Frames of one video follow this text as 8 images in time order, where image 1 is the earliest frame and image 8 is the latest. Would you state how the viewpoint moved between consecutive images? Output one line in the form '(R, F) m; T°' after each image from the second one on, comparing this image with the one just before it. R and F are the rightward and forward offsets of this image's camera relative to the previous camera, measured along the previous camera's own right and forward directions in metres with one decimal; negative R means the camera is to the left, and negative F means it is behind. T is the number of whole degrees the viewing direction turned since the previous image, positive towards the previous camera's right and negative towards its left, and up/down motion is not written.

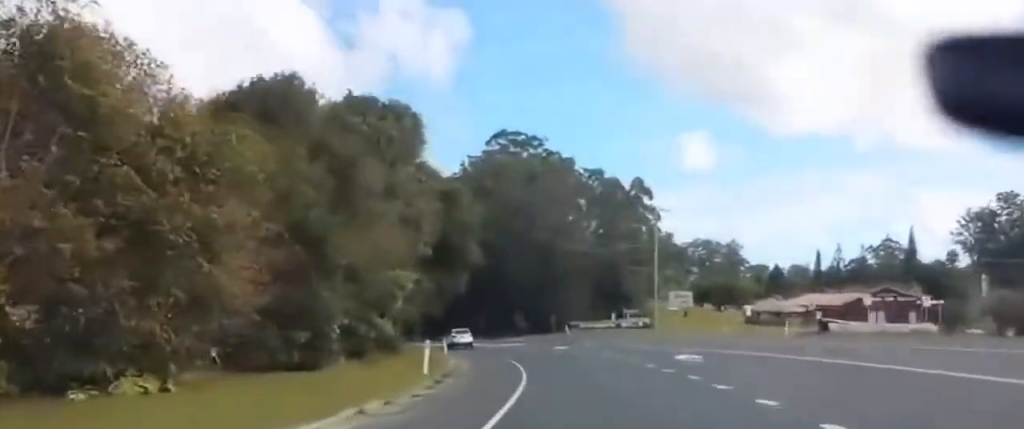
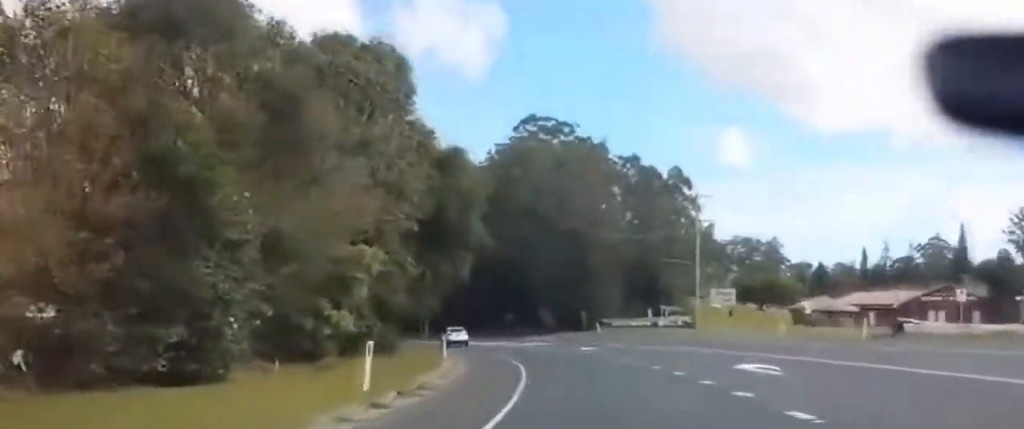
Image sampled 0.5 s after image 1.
(-0.1, +9.8) m; -2°
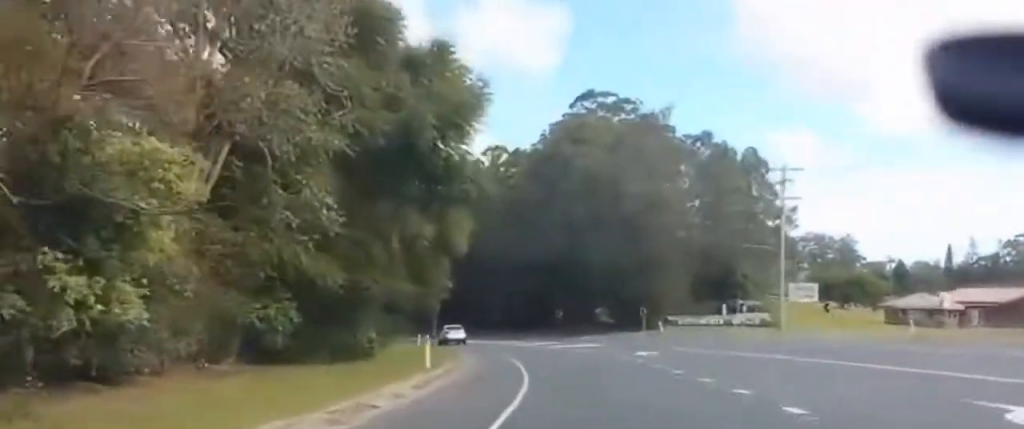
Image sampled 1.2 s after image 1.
(-0.3, +15.4) m; -3°
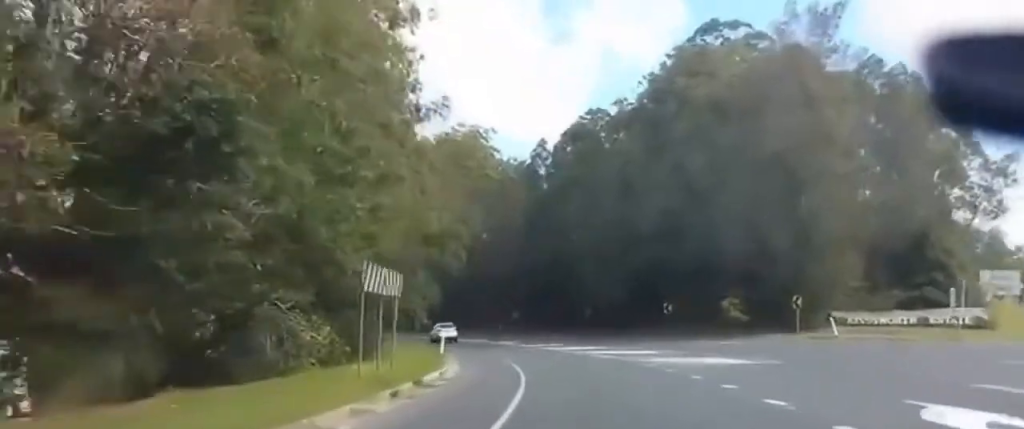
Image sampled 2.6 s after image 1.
(-1.9, +29.2) m; -7°
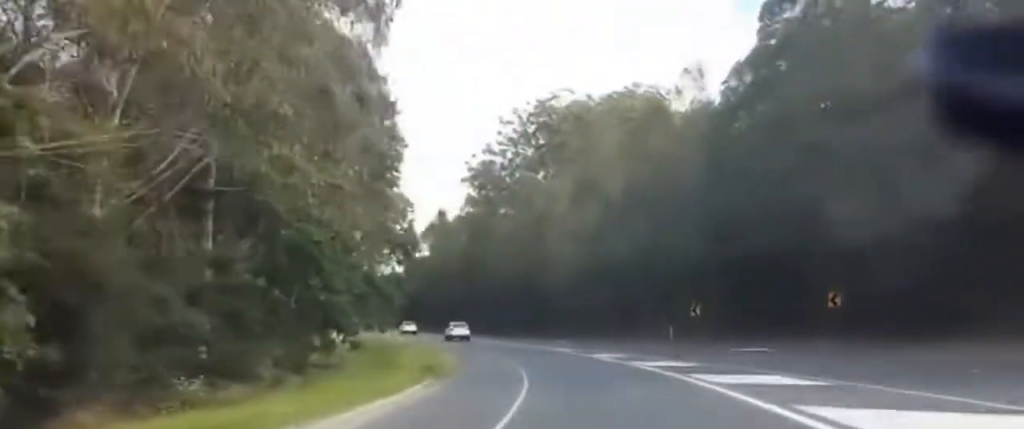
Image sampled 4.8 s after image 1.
(-3.7, +45.3) m; -9°
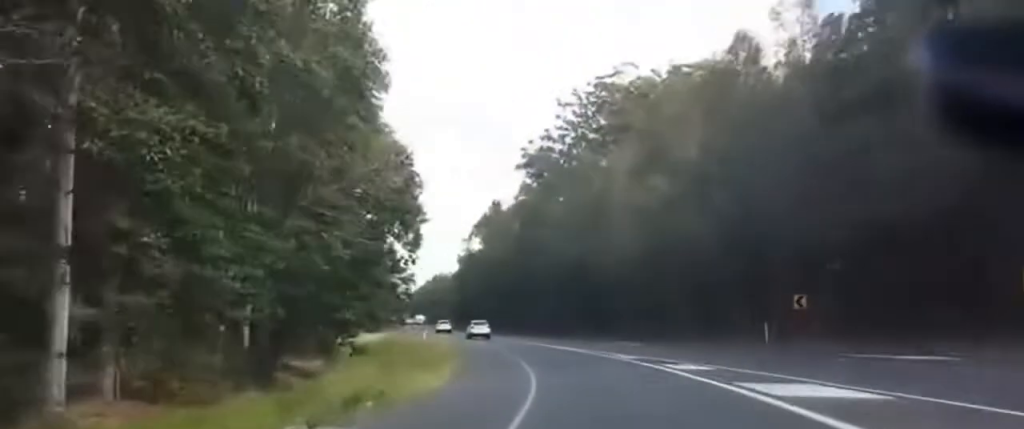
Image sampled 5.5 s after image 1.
(-0.4, +16.2) m; -4°
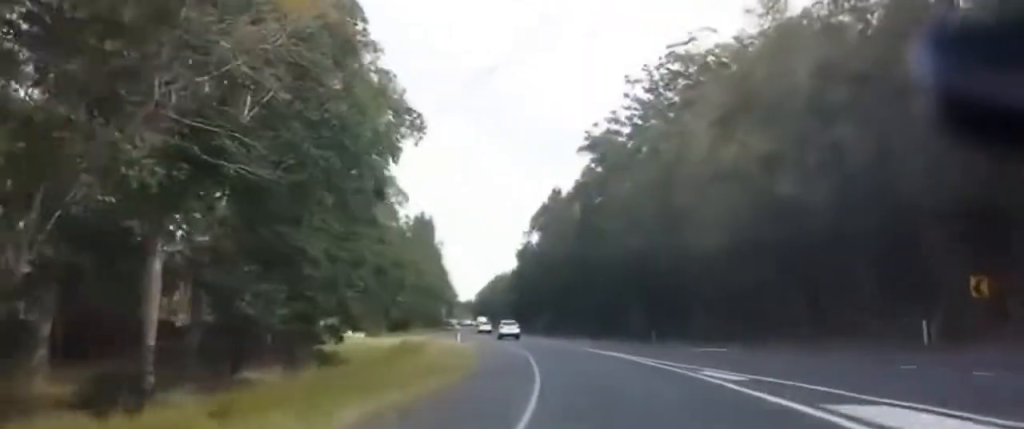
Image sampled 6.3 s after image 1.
(-0.7, +17.0) m; -3°
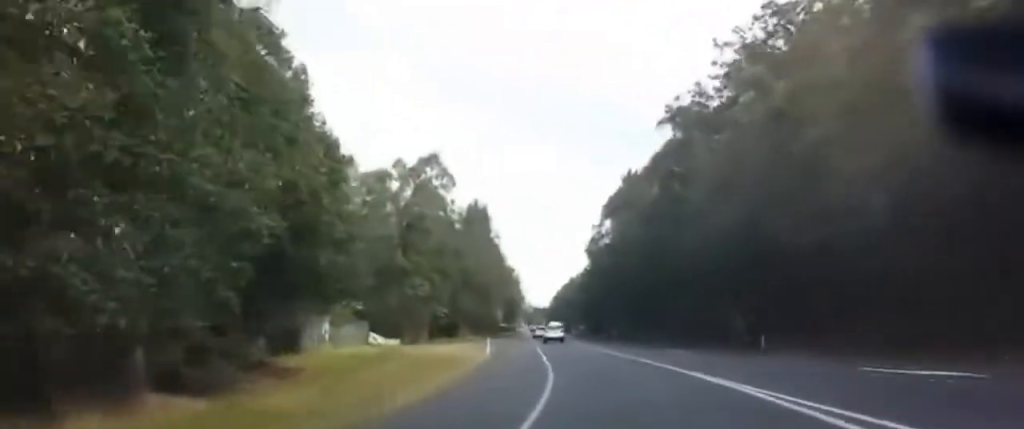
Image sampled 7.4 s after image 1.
(-0.4, +22.8) m; -4°
